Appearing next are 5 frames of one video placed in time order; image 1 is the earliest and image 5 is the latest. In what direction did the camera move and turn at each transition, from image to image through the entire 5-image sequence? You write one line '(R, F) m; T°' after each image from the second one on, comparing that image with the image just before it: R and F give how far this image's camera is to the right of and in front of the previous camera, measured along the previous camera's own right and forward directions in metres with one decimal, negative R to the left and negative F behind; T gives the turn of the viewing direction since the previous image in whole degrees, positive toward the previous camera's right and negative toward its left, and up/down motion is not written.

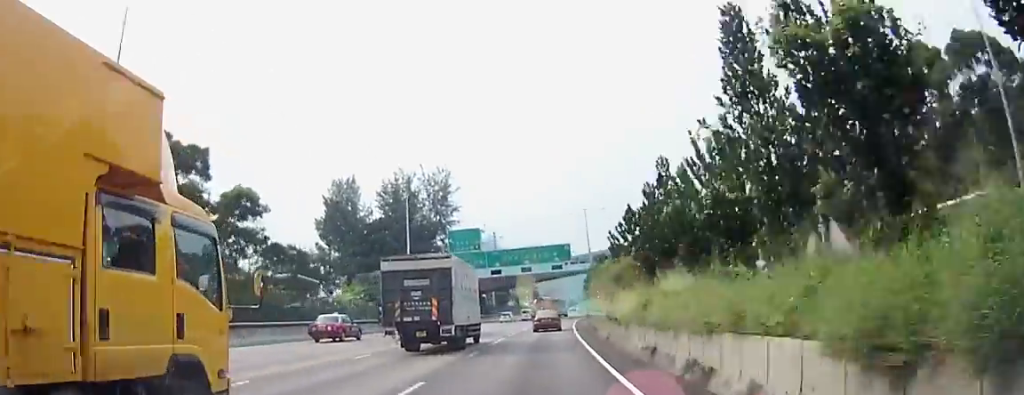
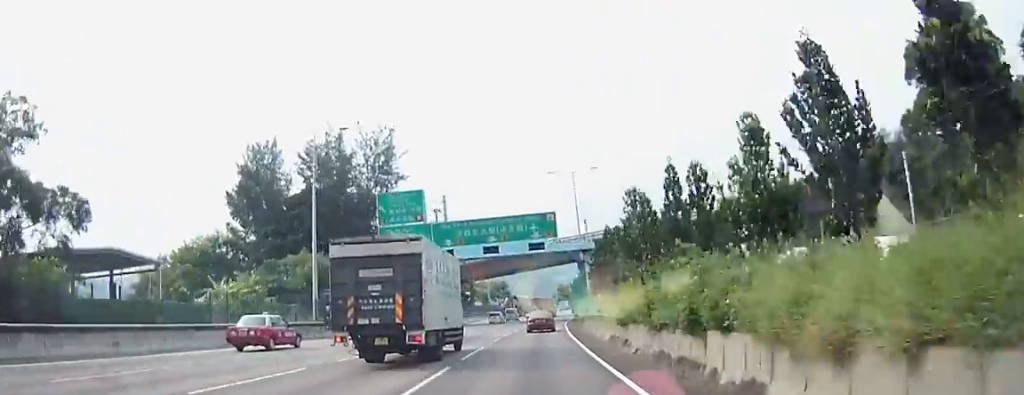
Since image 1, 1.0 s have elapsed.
(+0.6, +25.6) m; +2°
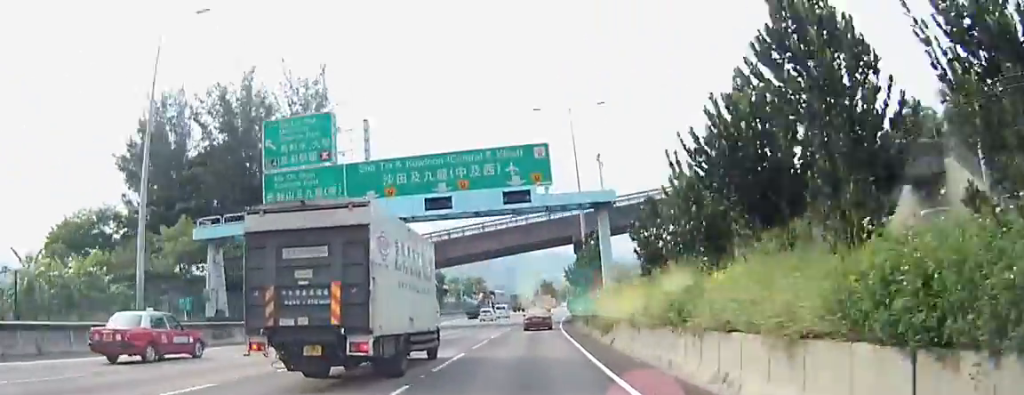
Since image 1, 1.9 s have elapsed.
(+0.3, +22.0) m; +2°
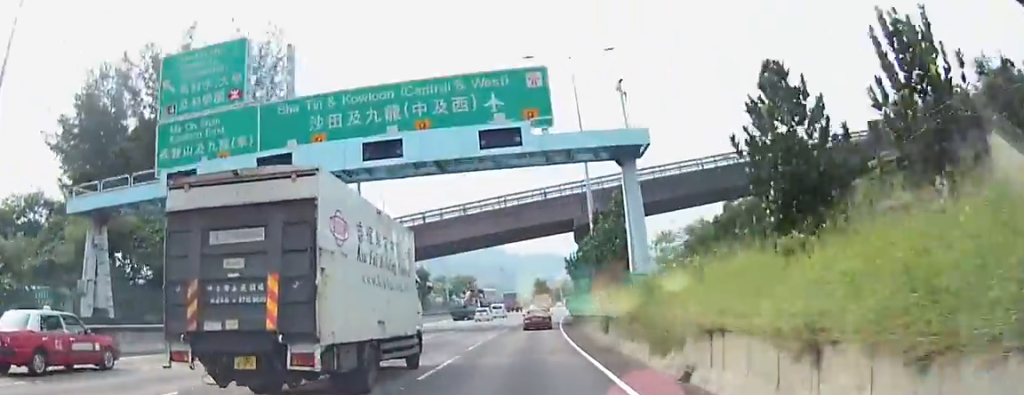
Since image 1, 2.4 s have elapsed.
(+0.1, +10.5) m; +1°
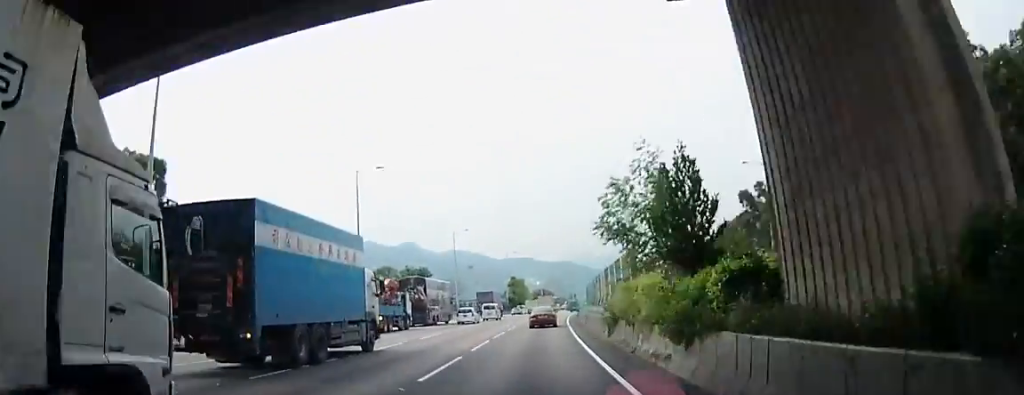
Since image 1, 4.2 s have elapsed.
(+1.0, +44.5) m; +3°
